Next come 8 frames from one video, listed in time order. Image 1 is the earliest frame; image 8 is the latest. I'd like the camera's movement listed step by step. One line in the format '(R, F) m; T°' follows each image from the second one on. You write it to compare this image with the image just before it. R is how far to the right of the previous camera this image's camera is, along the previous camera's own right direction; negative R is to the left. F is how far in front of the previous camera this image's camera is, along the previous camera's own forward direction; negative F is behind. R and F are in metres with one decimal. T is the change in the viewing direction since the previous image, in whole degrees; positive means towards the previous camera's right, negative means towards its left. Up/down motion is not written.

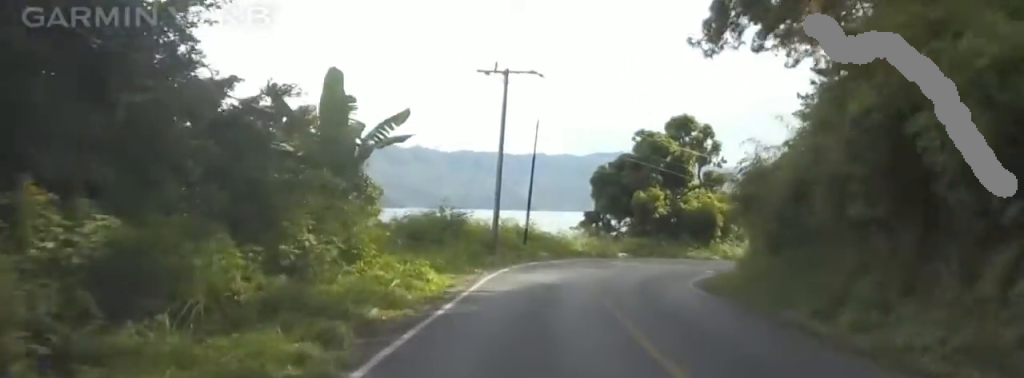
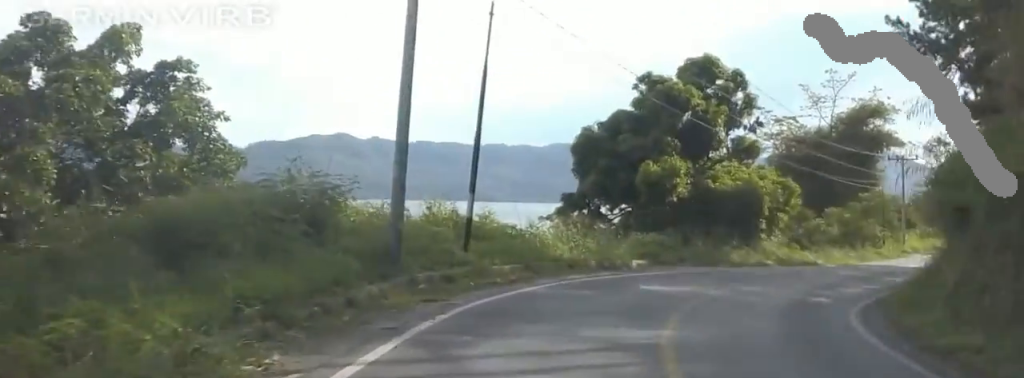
(+2.3, +18.6) m; +9°
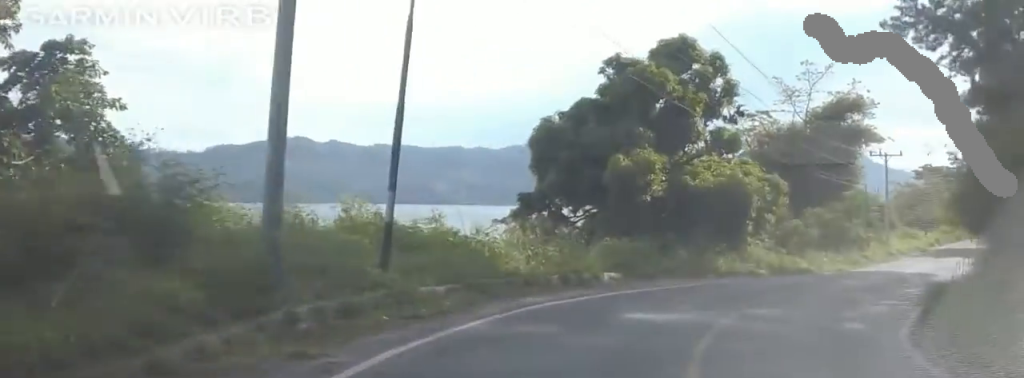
(-0.8, +5.4) m; +4°
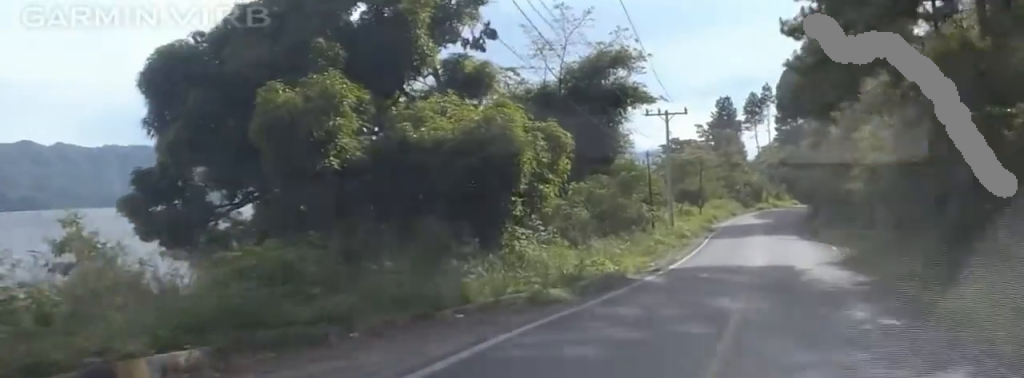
(+2.5, +15.5) m; +20°
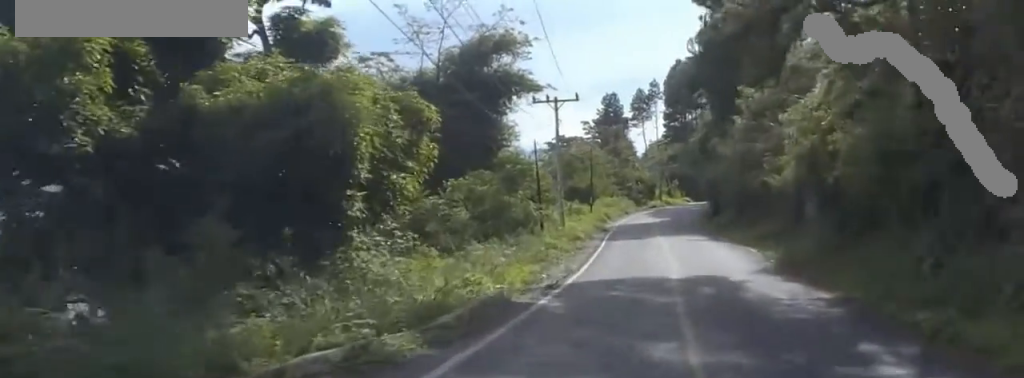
(+0.4, +6.2) m; +4°
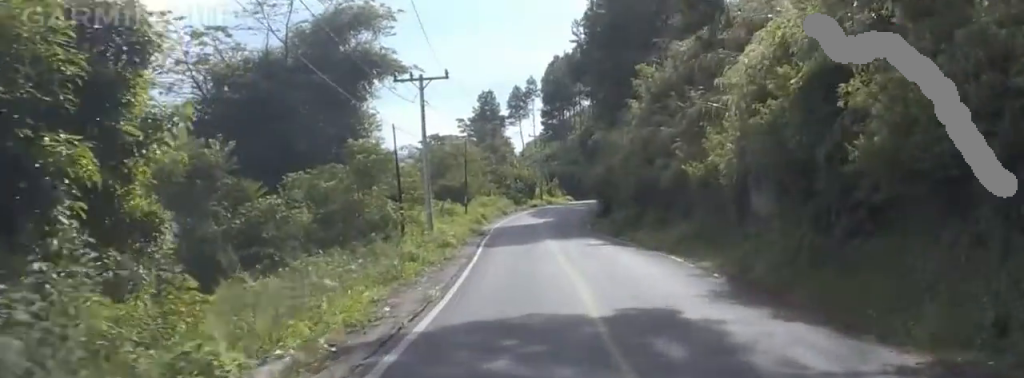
(+0.3, +8.3) m; +2°
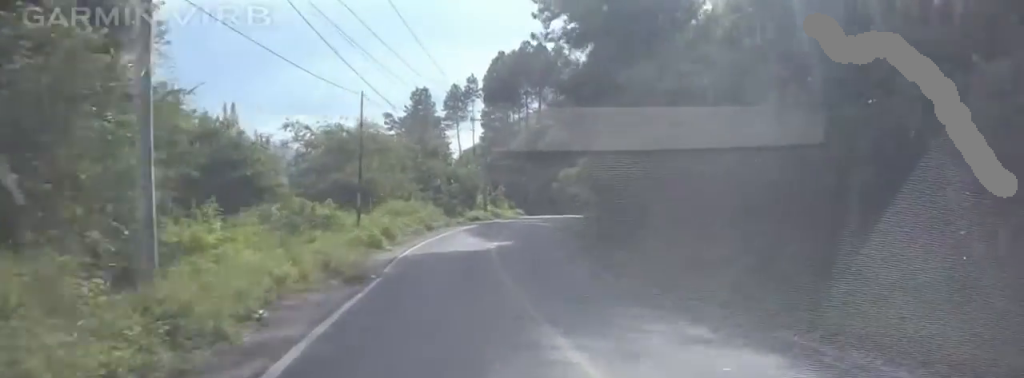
(+1.8, +28.5) m; +6°
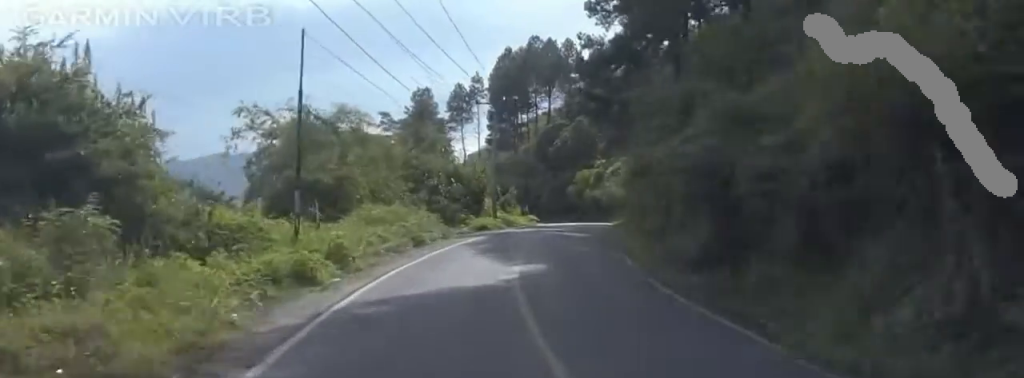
(-0.2, +13.1) m; -1°
